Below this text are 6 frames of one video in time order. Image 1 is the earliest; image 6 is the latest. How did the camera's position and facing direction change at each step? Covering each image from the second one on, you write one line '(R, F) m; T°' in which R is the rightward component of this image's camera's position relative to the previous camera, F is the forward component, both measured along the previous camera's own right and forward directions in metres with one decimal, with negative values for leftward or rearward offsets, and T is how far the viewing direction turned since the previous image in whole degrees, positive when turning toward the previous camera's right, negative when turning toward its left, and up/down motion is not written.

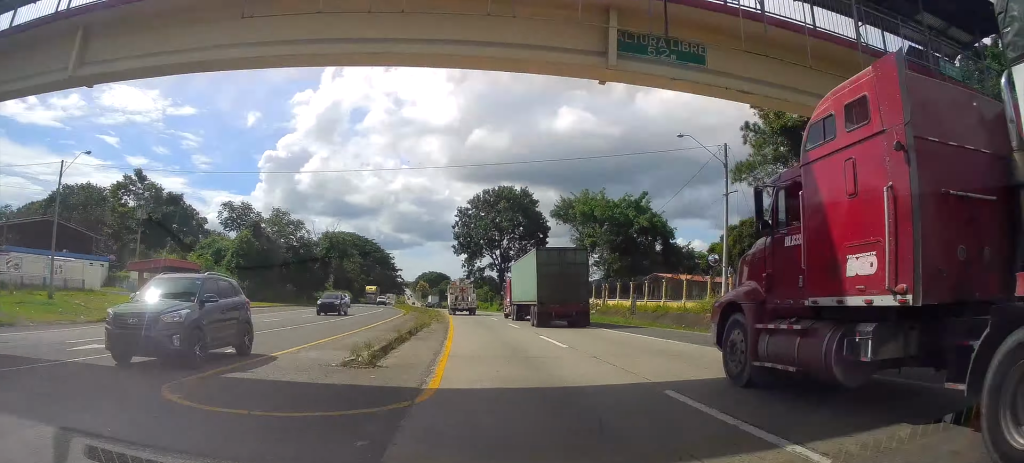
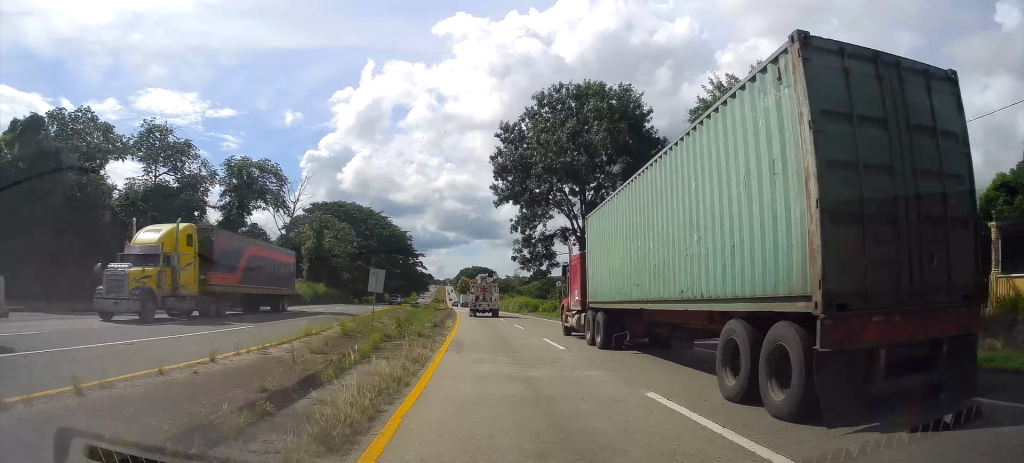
(-2.2, +49.6) m; -5°
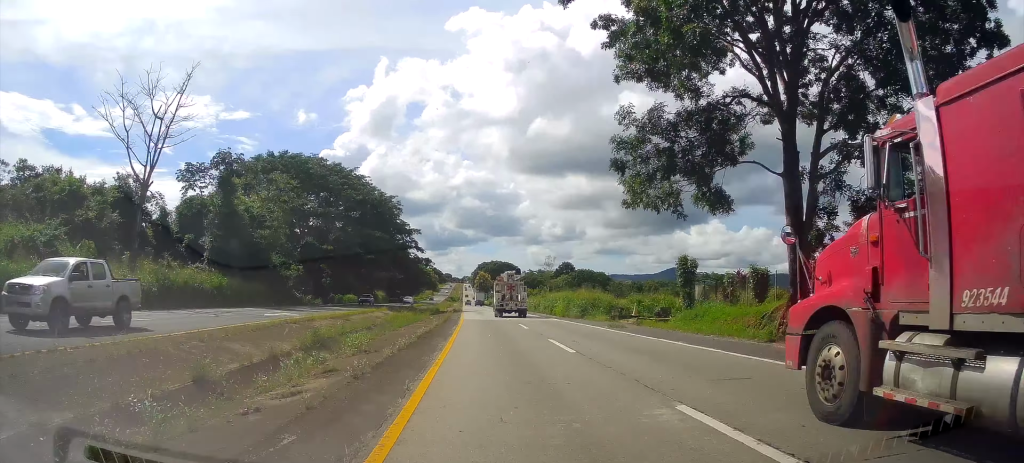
(-1.4, +38.2) m; -3°
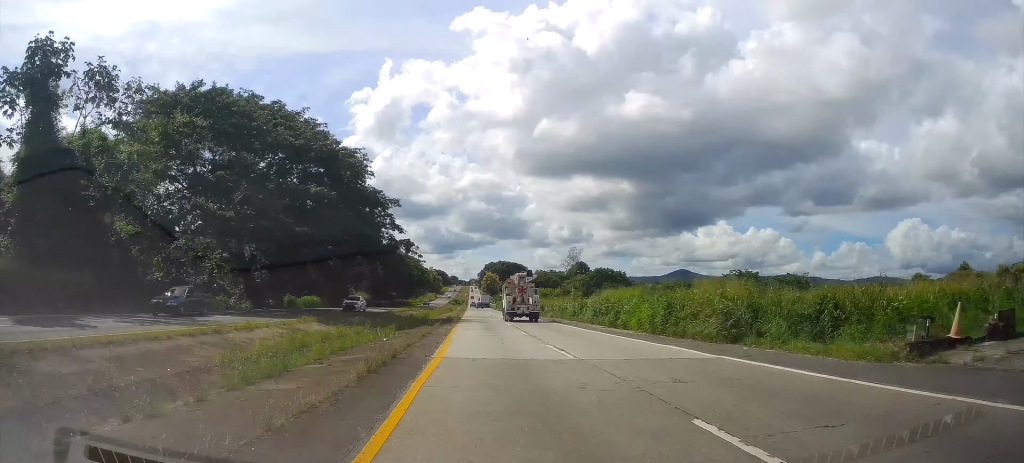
(-0.3, +25.5) m; -1°
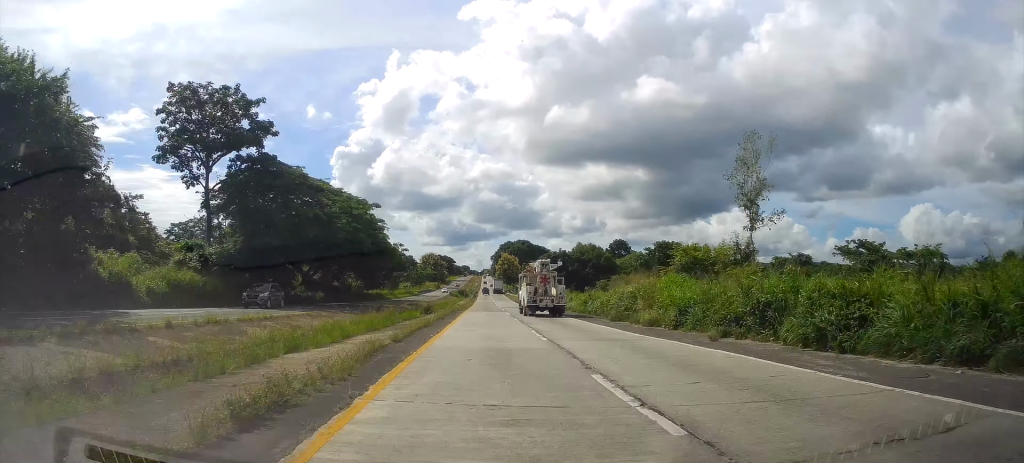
(-1.7, +66.8) m; -3°
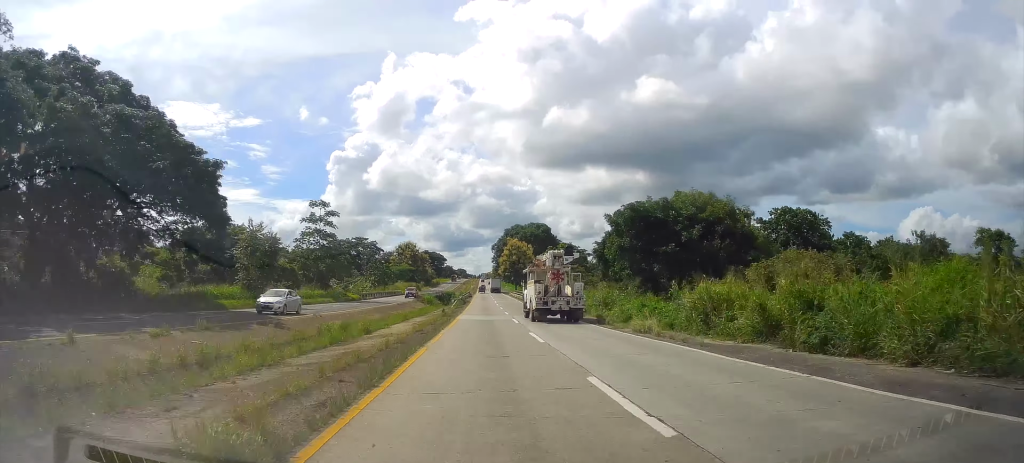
(-1.0, +71.2) m; 0°
